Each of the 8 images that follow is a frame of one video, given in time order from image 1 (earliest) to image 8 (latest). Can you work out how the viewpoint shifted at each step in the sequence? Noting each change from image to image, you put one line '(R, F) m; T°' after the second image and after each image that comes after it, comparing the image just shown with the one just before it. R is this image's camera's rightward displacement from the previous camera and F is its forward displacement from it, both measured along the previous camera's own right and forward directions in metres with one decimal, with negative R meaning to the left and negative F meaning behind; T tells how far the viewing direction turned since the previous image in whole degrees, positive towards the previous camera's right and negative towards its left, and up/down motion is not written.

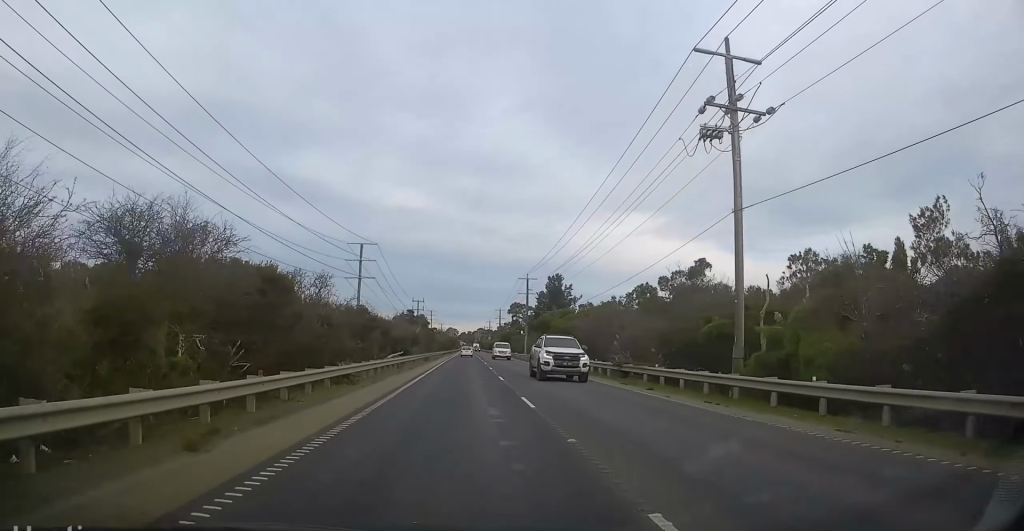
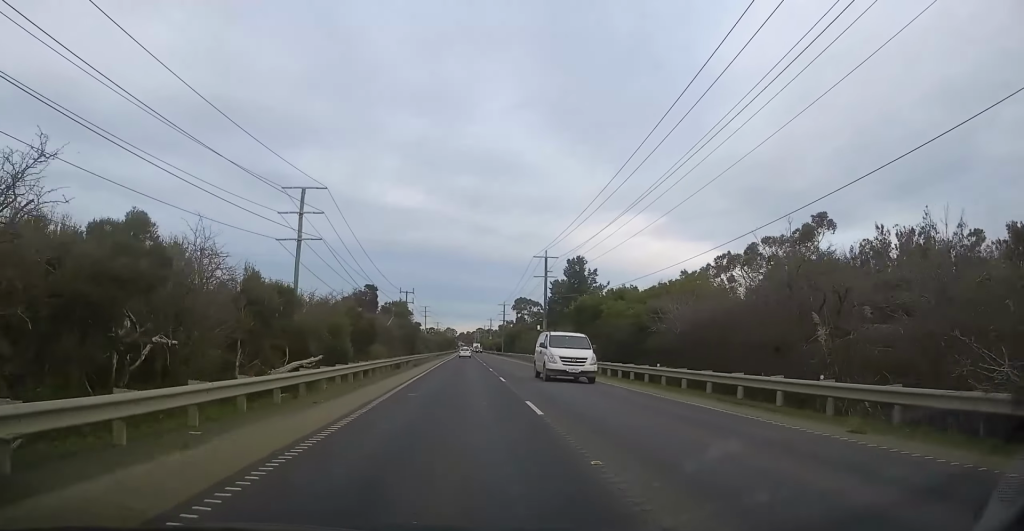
(+0.4, +25.1) m; 0°
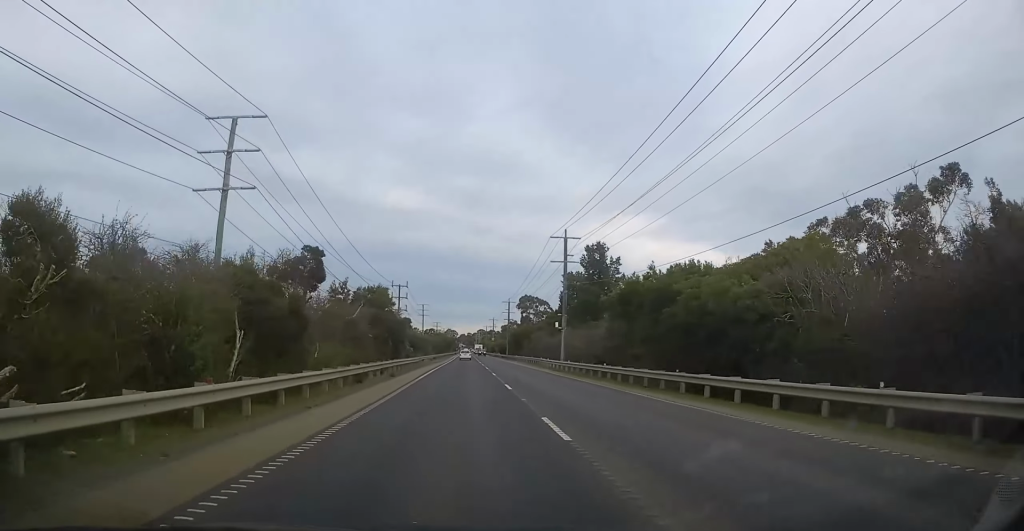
(-0.2, +15.5) m; 0°
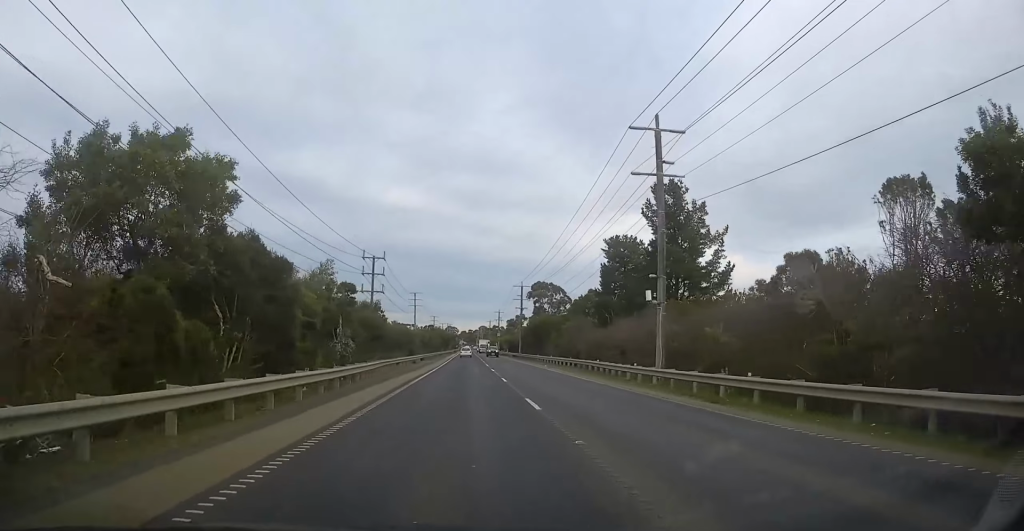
(+0.1, +31.2) m; 0°
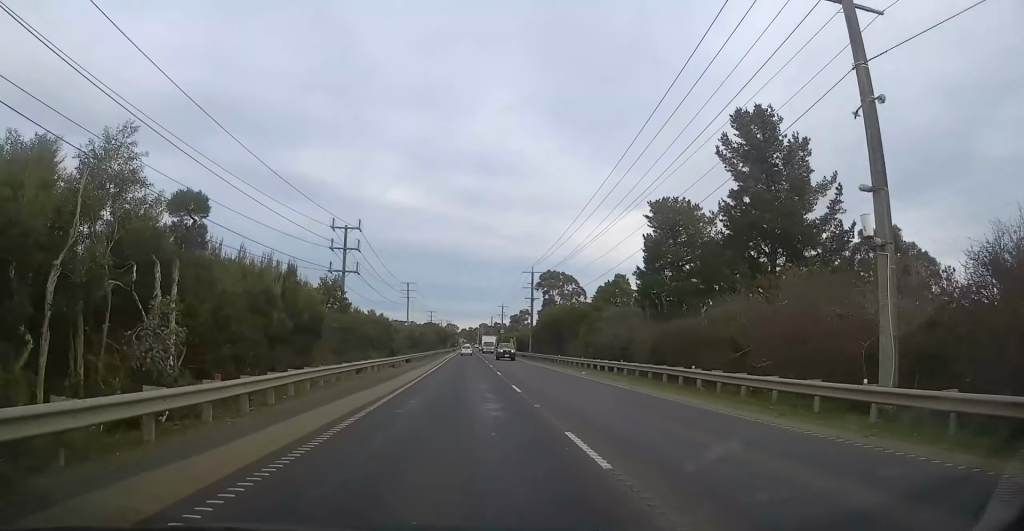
(-0.1, +18.2) m; -1°
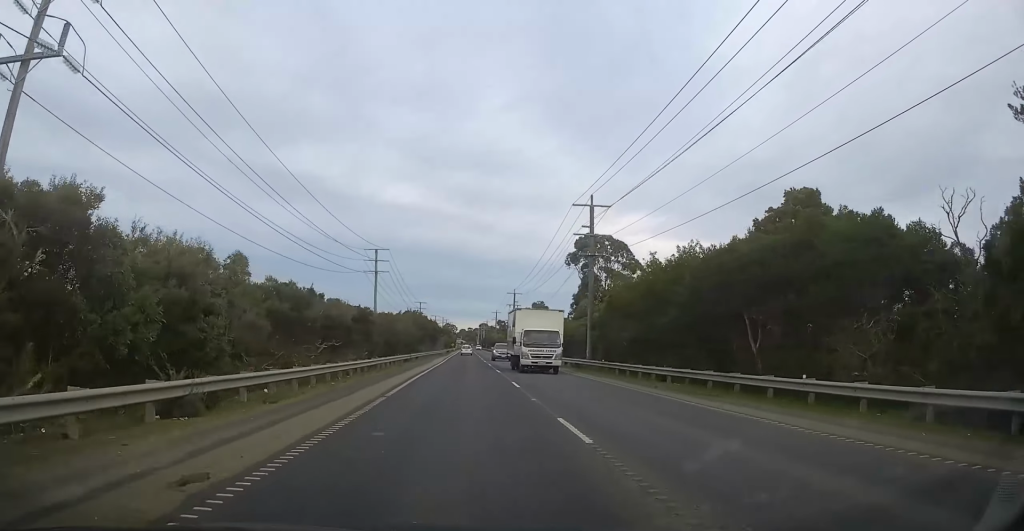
(-0.3, +45.4) m; +1°
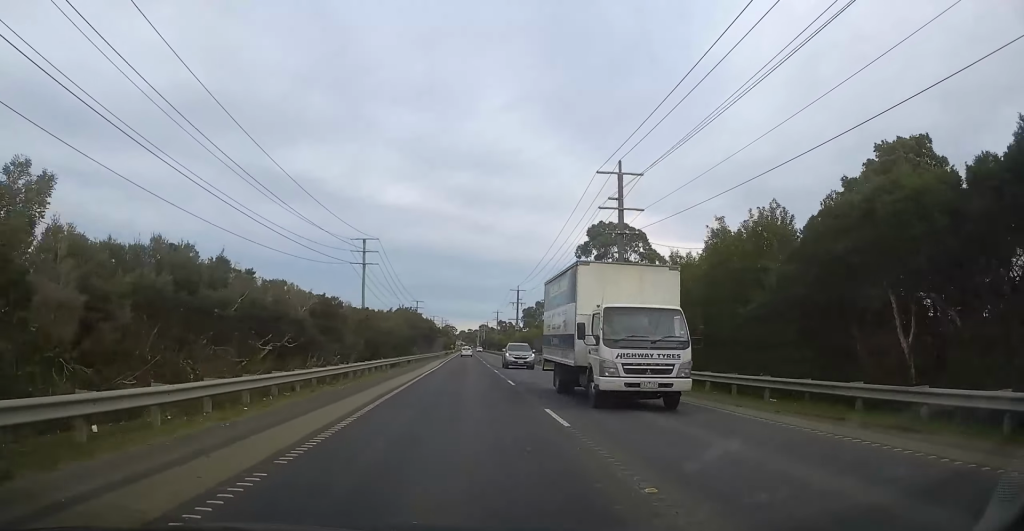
(+0.3, +10.3) m; 0°
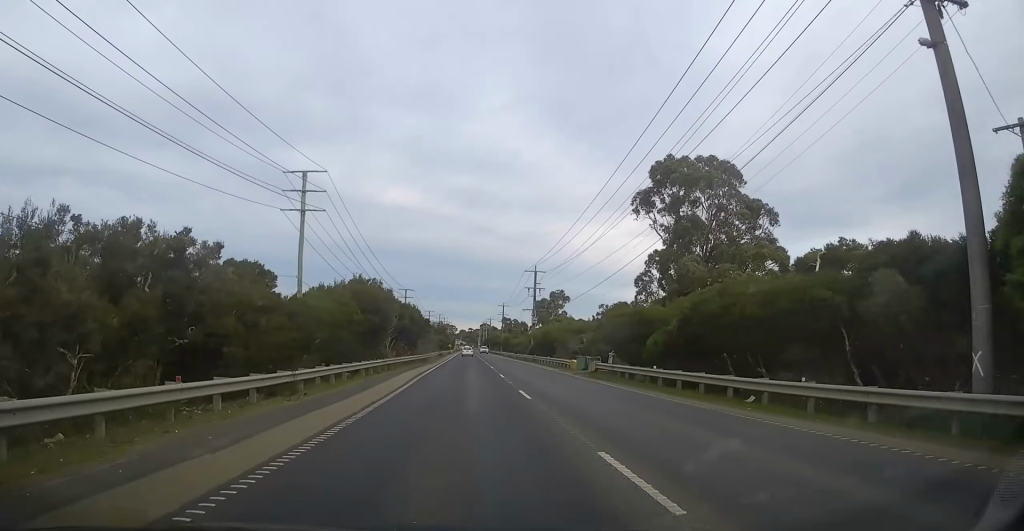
(-0.5, +28.8) m; 0°
